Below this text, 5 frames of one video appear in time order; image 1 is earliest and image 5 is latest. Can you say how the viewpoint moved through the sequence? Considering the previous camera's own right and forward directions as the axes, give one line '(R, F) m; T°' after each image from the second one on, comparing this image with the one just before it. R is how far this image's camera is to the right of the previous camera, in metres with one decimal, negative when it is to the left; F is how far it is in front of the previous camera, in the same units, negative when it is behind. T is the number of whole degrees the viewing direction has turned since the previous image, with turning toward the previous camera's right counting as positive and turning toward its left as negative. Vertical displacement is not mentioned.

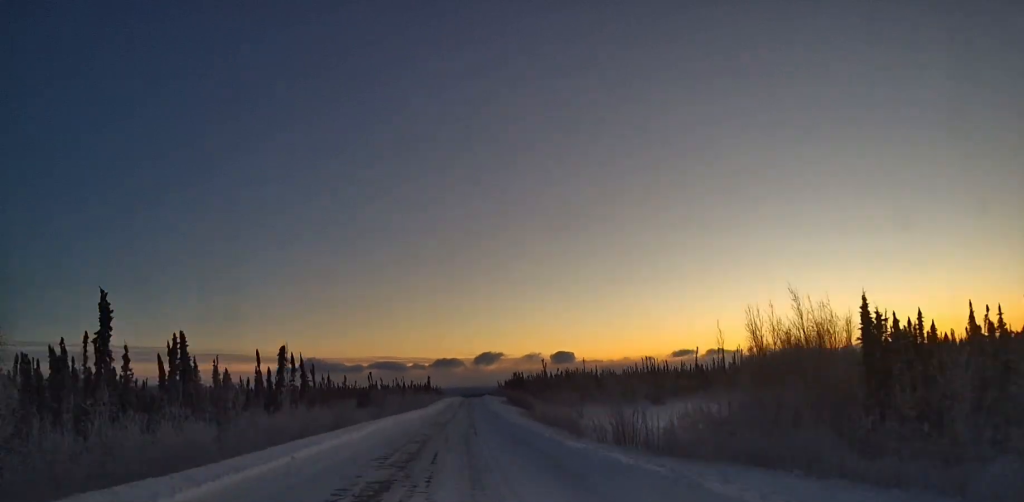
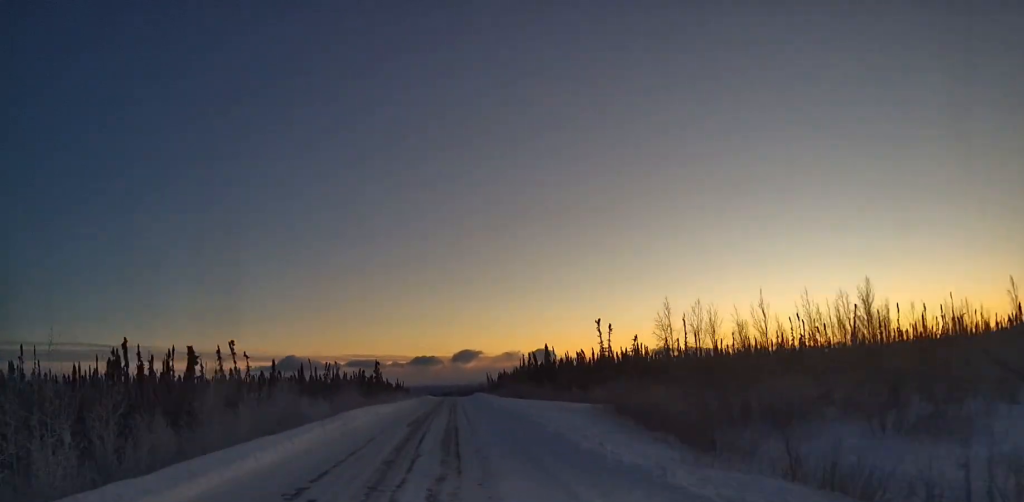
(+1.7, +100.1) m; +1°
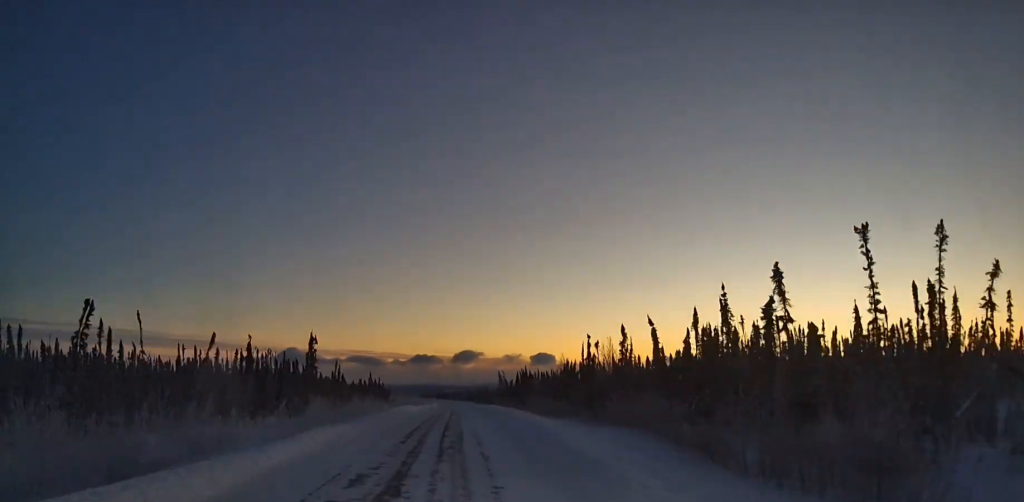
(0.0, +63.9) m; 0°
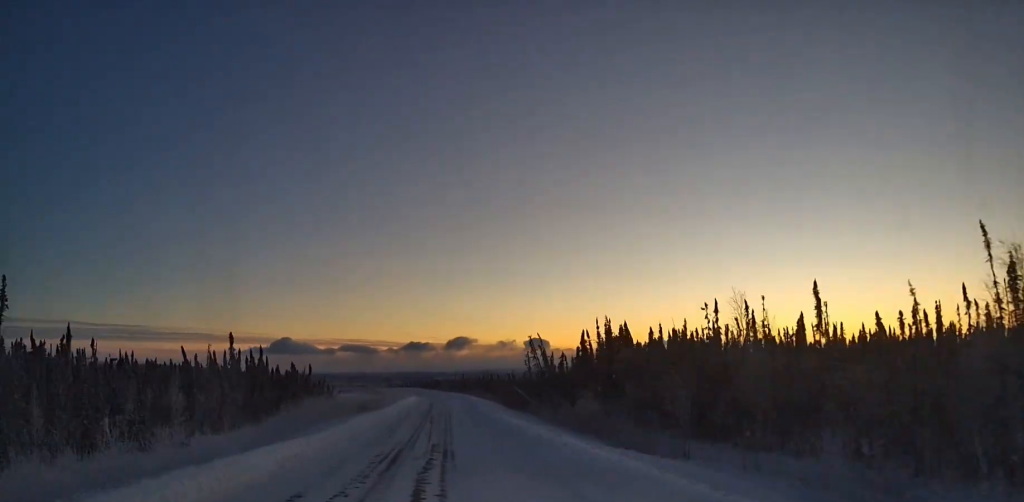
(0.0, +83.8) m; 0°
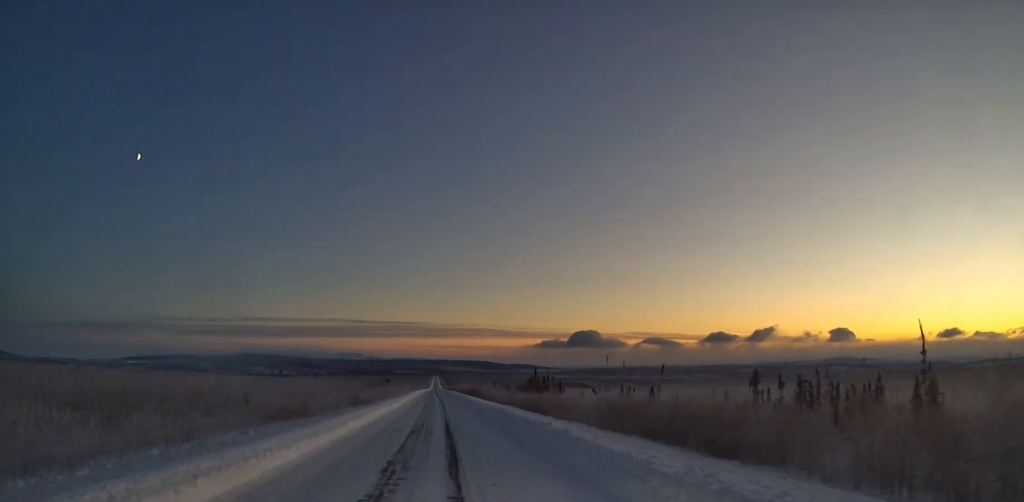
(-67.2, +414.4) m; -25°
